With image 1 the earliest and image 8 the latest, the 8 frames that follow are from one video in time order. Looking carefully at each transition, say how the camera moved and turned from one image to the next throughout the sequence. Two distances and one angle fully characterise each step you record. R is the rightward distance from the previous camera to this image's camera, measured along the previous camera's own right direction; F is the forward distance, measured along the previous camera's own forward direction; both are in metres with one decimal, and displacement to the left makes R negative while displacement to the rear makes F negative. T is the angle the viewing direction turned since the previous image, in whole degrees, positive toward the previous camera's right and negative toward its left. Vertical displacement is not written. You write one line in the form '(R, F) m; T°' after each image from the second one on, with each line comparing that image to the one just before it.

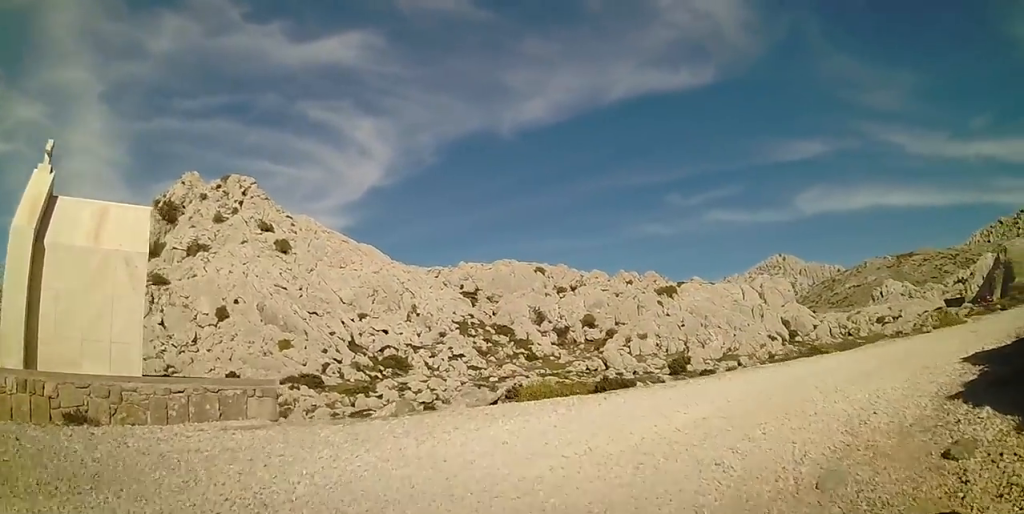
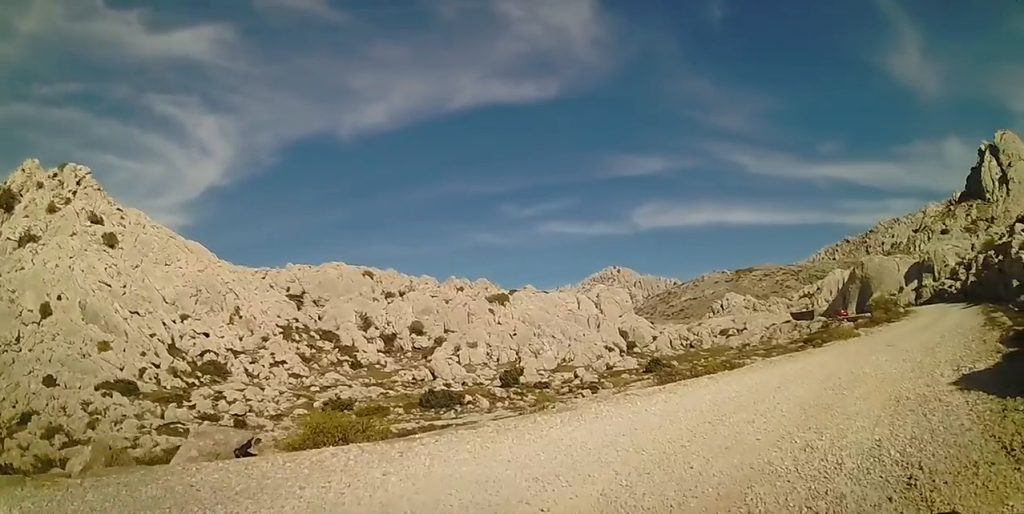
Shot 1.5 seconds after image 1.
(+0.8, +4.0) m; +29°
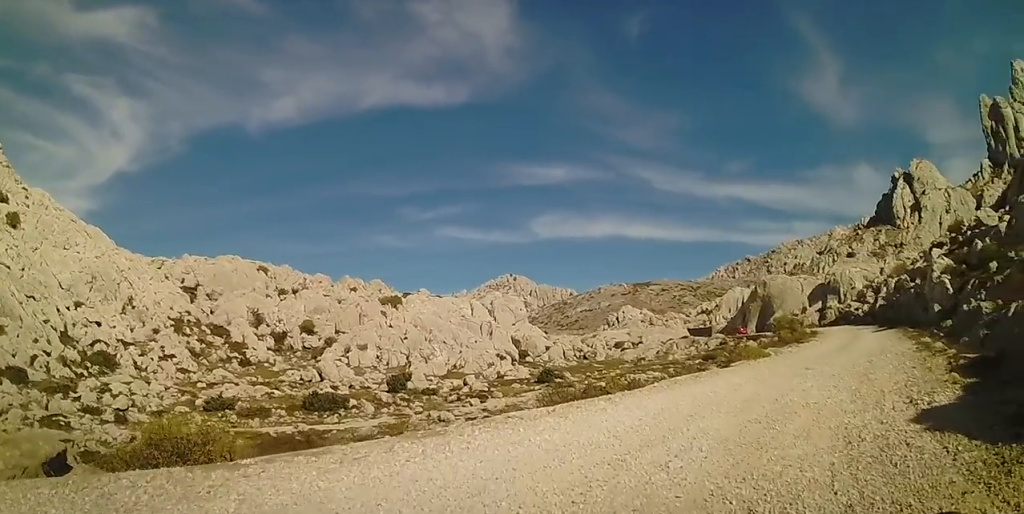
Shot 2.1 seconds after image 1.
(+0.1, +1.4) m; +12°
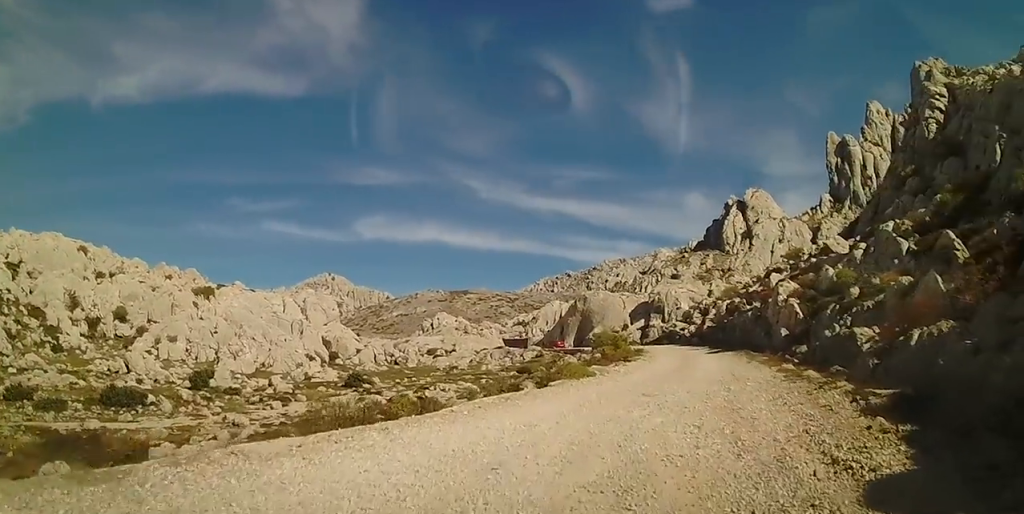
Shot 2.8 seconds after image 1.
(+0.3, +2.4) m; +11°
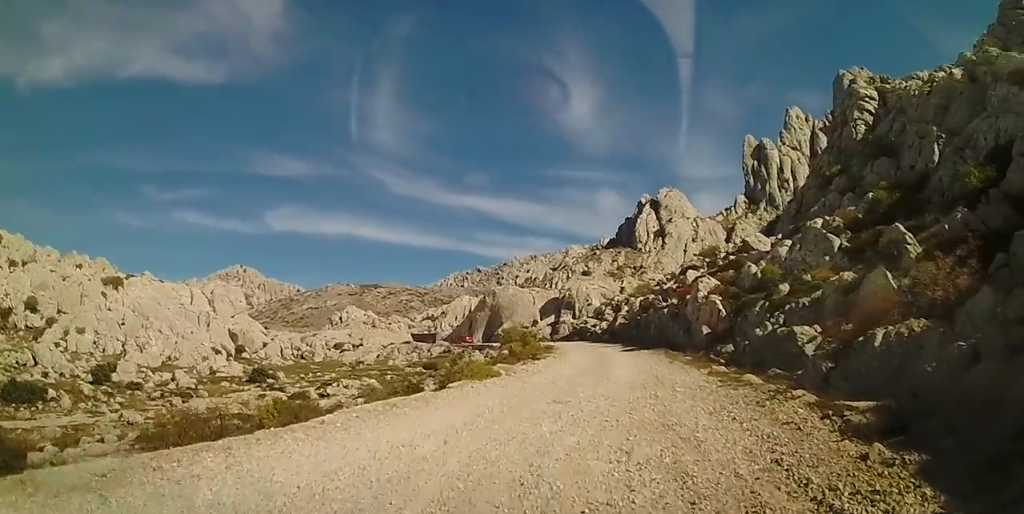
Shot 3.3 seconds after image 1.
(+0.1, +1.7) m; +4°
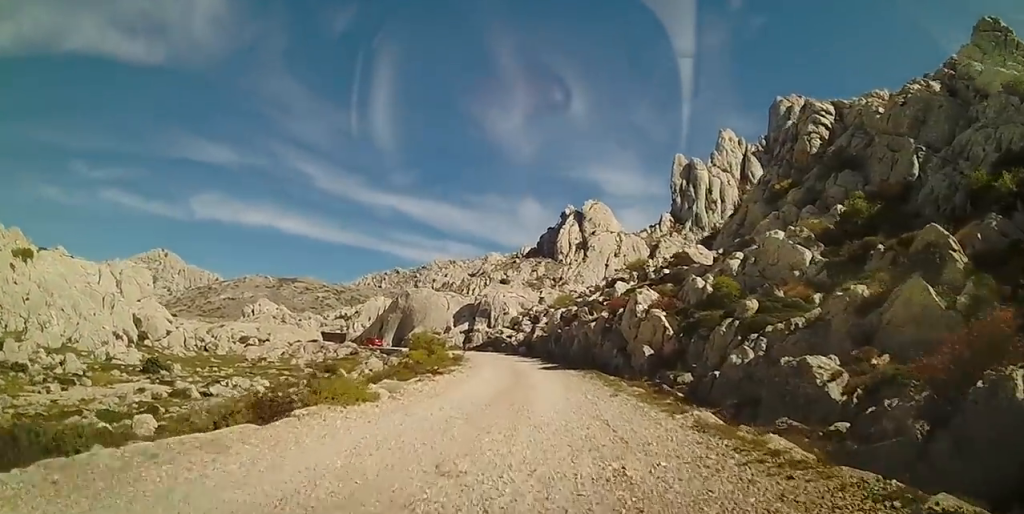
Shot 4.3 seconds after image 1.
(+0.4, +4.3) m; +7°
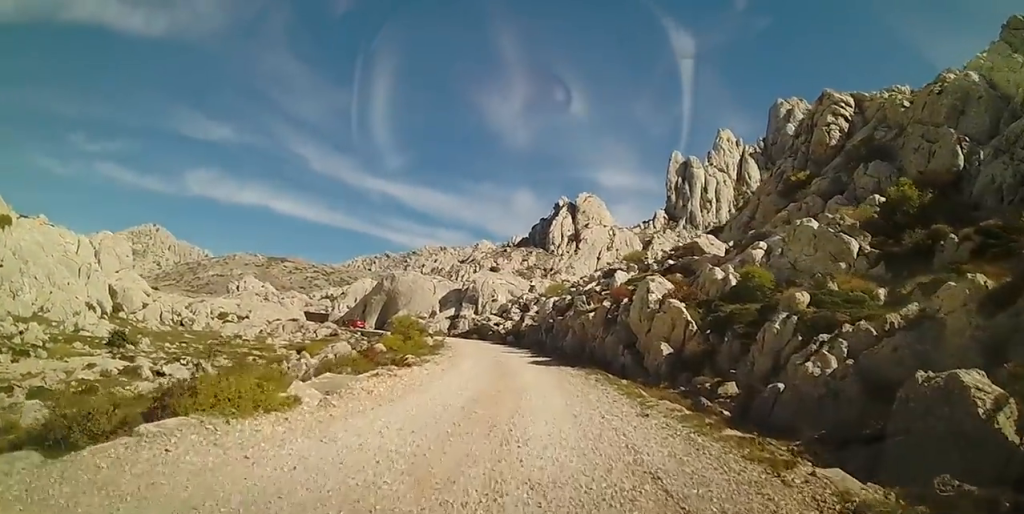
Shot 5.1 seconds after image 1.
(+0.1, +3.8) m; +2°
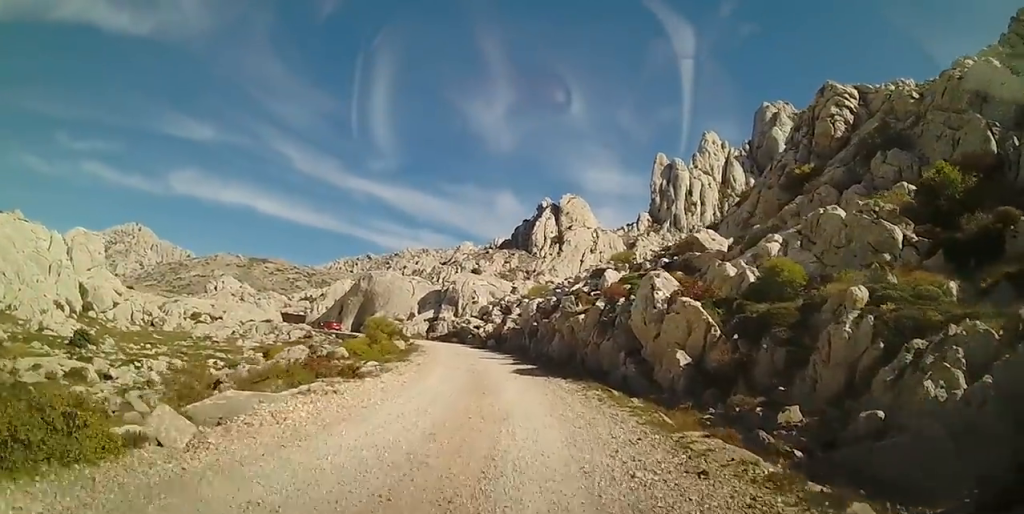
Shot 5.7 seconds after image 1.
(0.0, +3.3) m; -1°
